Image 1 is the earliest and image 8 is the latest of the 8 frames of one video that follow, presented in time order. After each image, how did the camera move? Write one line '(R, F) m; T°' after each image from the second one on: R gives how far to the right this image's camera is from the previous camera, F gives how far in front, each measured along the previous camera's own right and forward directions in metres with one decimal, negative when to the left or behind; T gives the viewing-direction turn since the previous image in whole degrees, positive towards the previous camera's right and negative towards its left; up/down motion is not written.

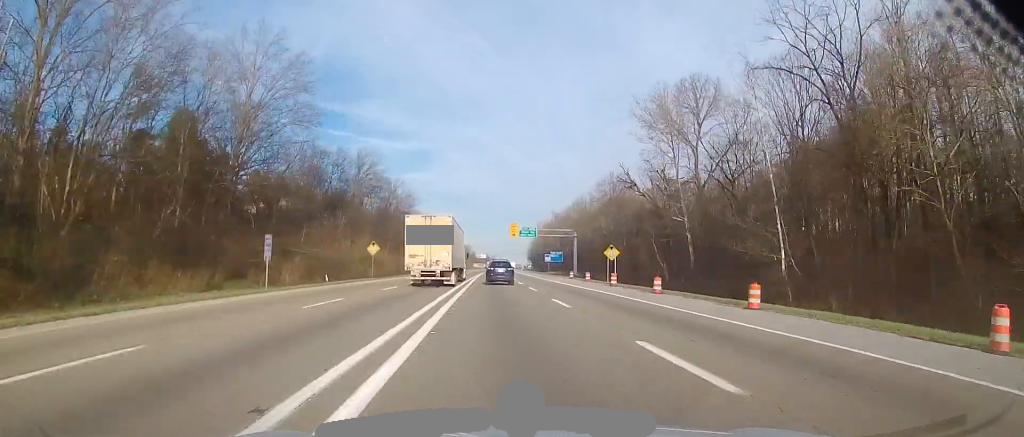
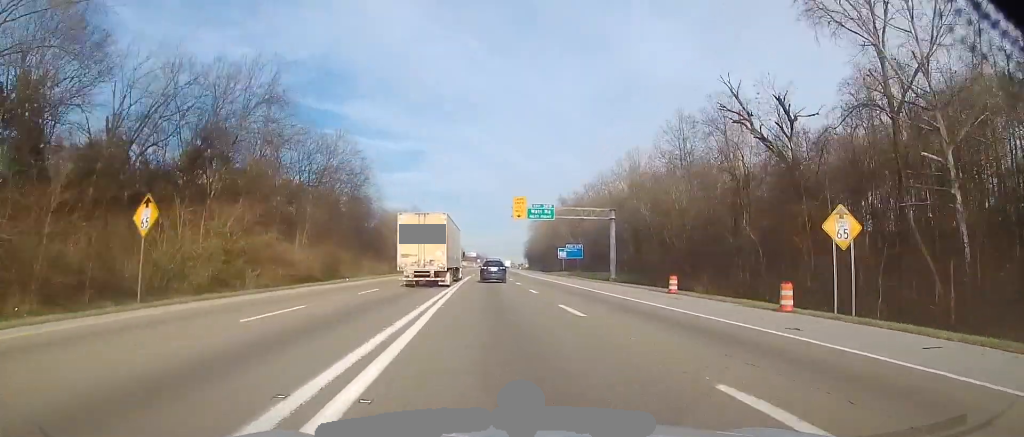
(+0.4, +41.8) m; 0°
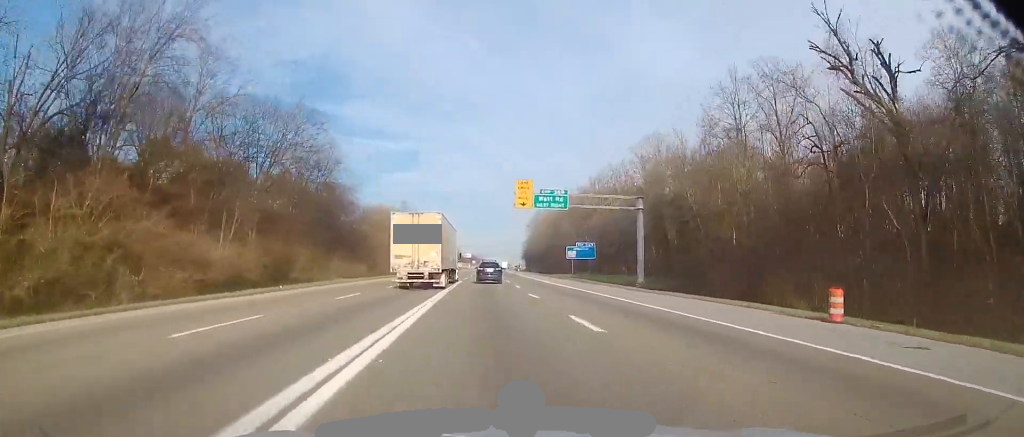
(-0.3, +16.0) m; 0°
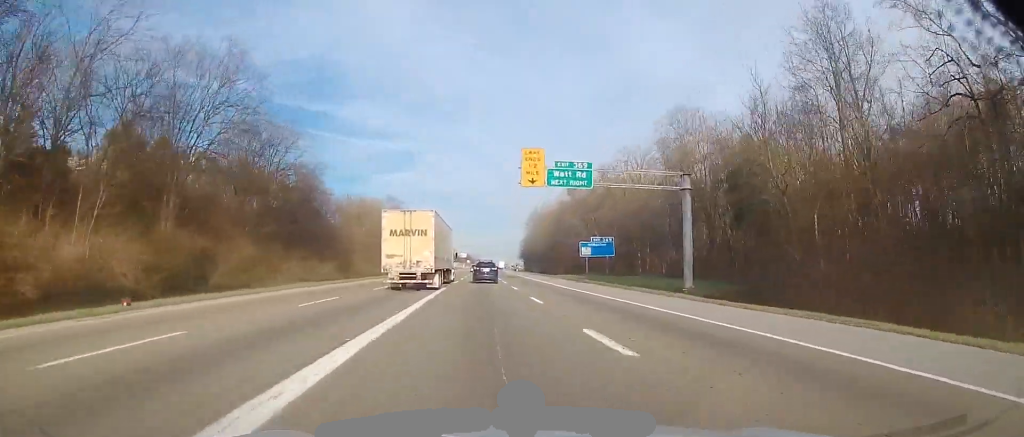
(-0.3, +16.0) m; 0°
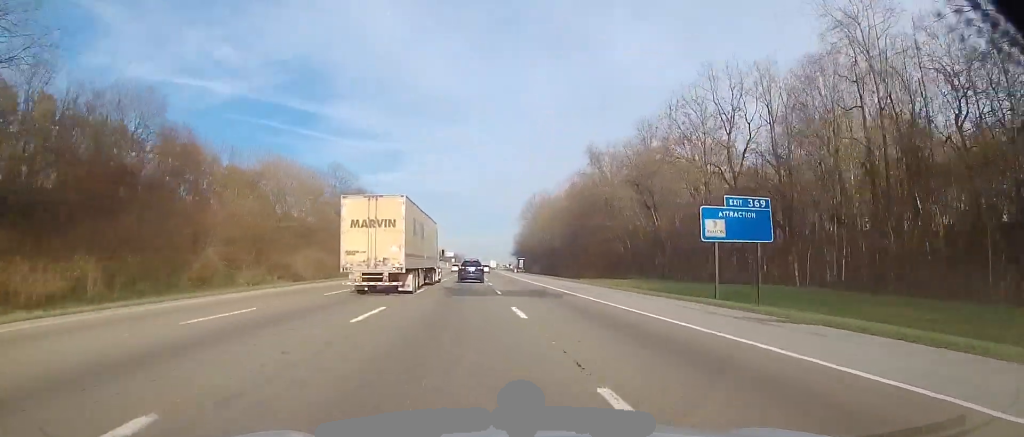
(+0.9, +43.7) m; +2°
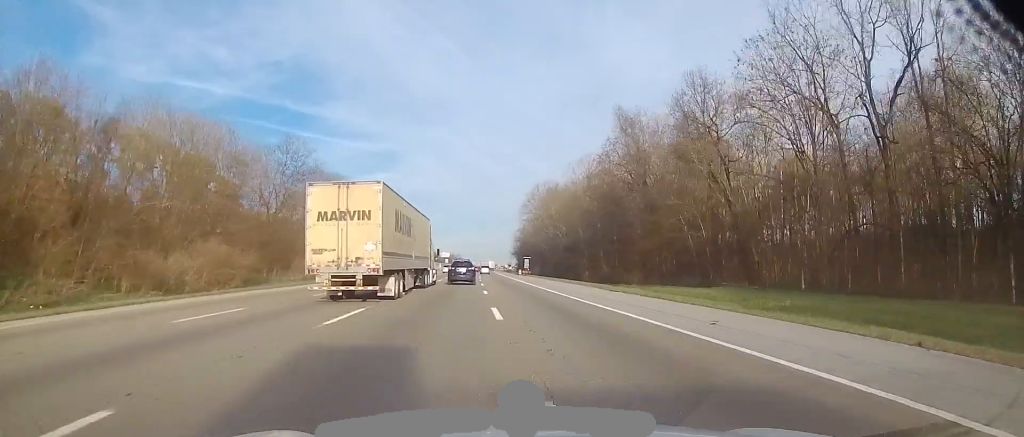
(+0.2, +25.0) m; +1°
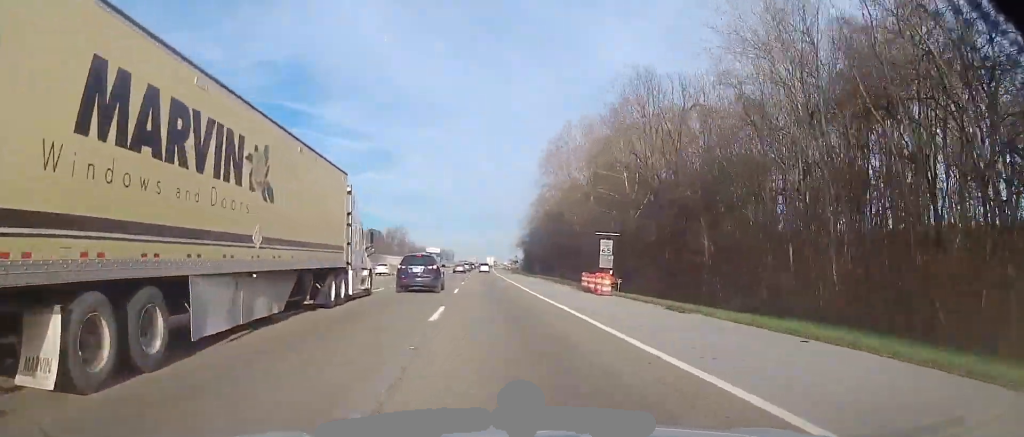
(+0.2, +74.9) m; 0°
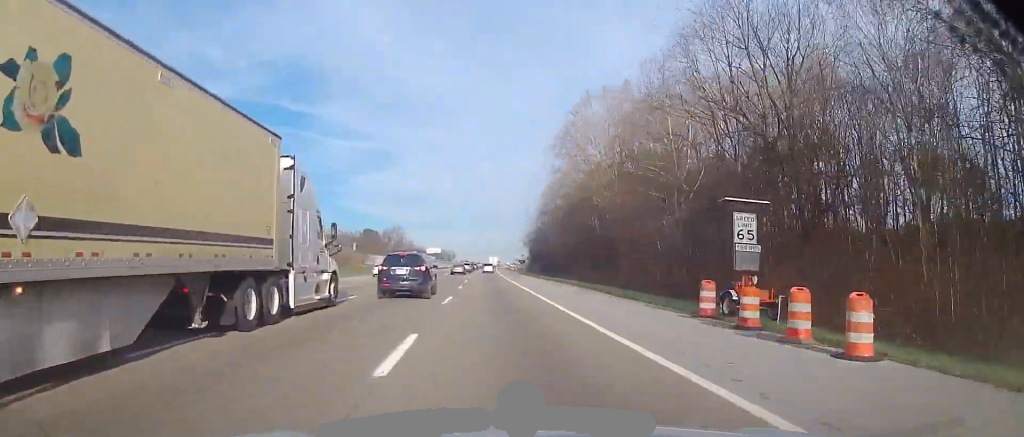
(0.0, +19.3) m; 0°
